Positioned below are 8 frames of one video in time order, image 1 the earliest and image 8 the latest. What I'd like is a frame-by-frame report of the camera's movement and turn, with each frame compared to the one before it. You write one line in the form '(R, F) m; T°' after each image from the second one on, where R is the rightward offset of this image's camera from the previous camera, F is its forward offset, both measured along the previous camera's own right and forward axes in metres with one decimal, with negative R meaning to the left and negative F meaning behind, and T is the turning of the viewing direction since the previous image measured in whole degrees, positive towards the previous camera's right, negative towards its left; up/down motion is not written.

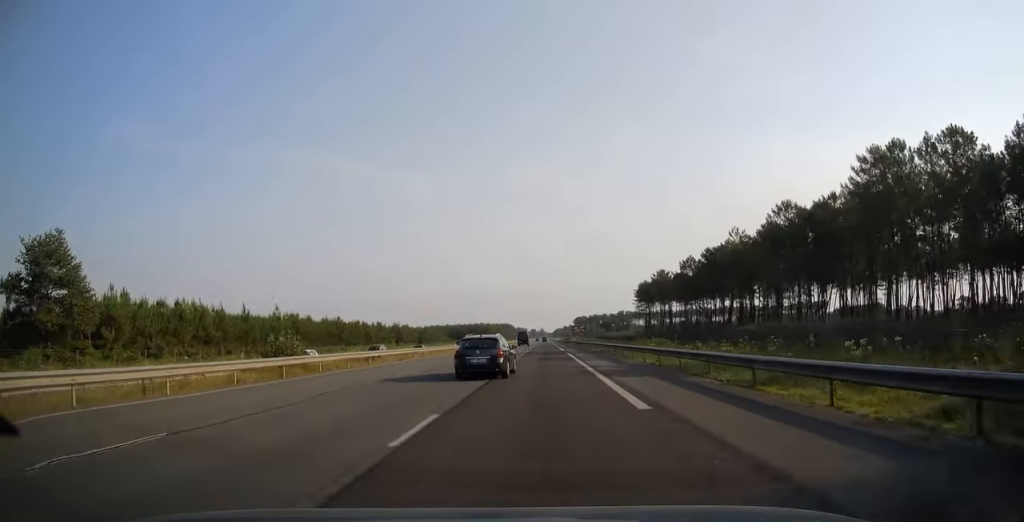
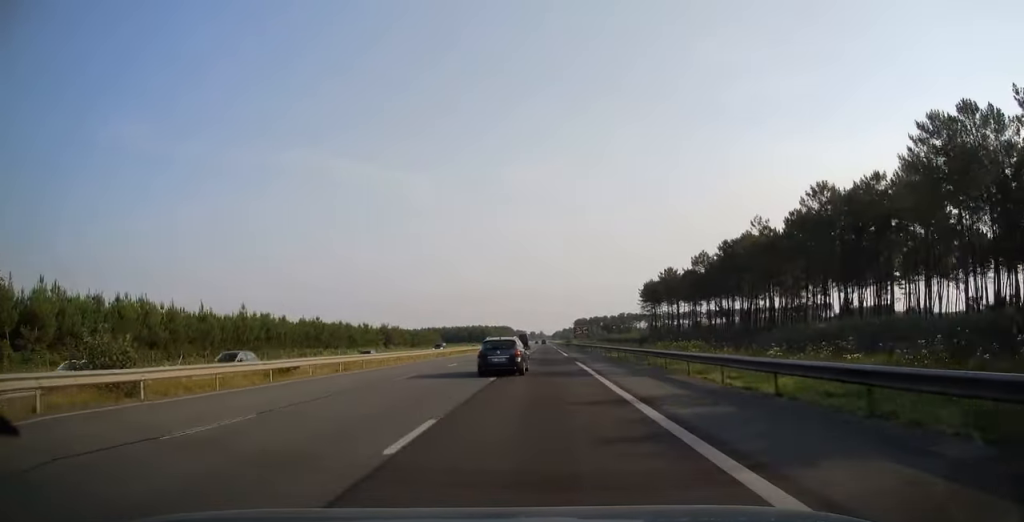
(0.0, +13.3) m; 0°
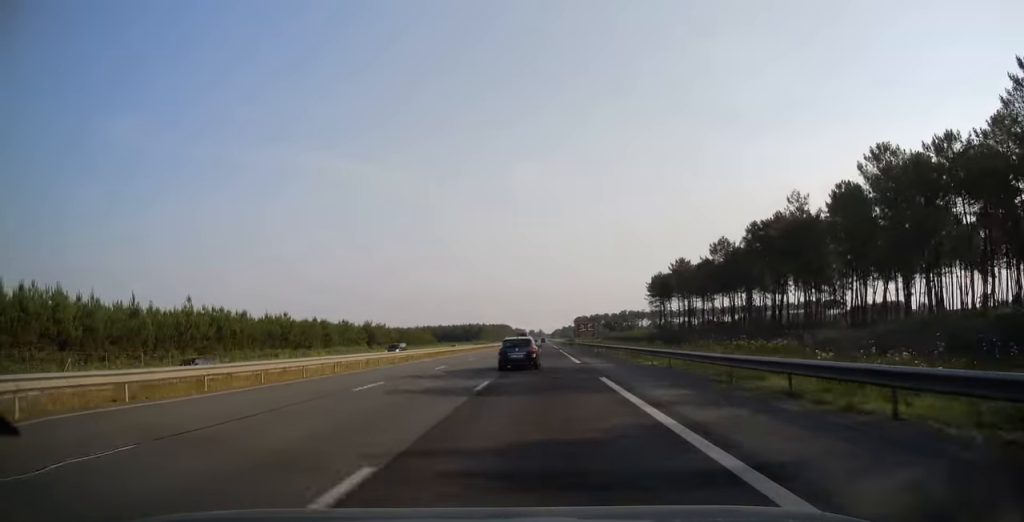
(0.0, +16.7) m; 0°
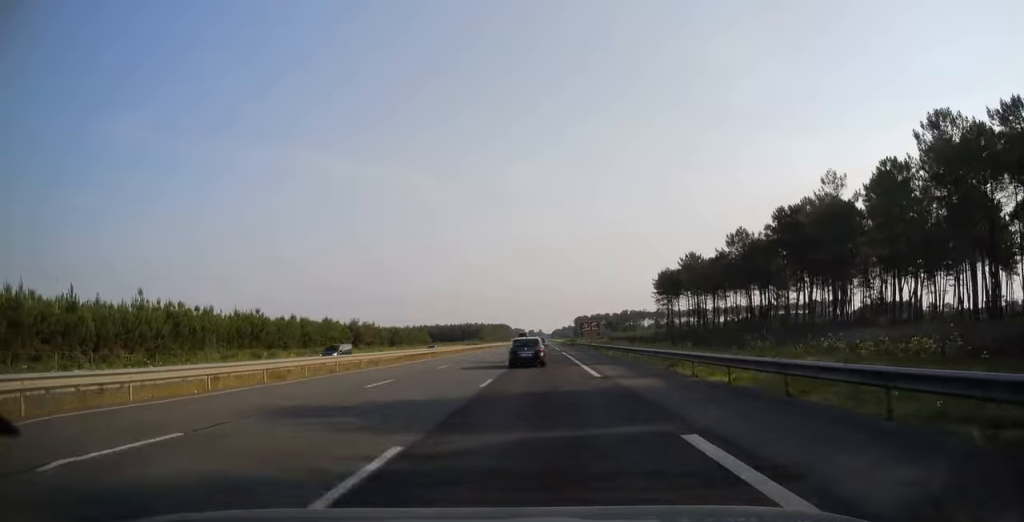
(0.0, +11.8) m; 0°
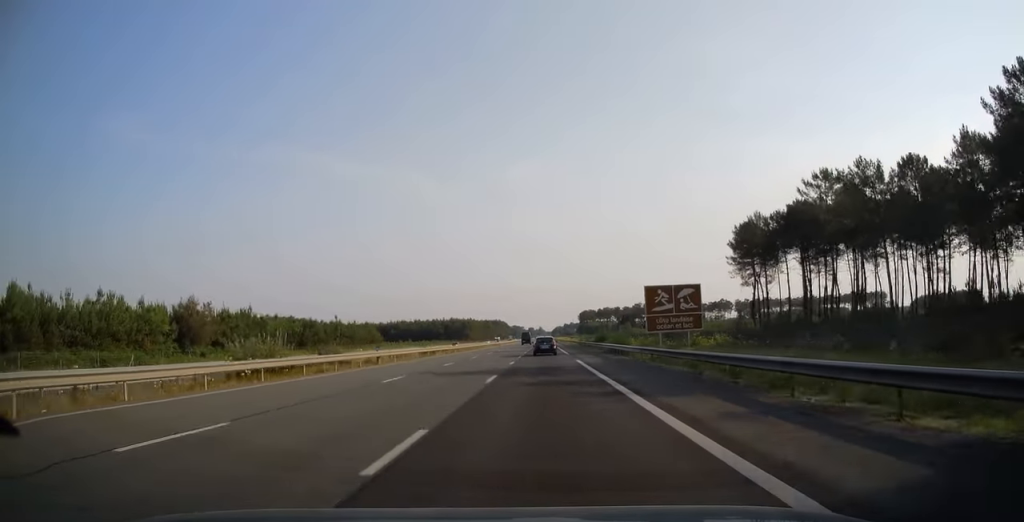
(0.0, +76.4) m; 0°
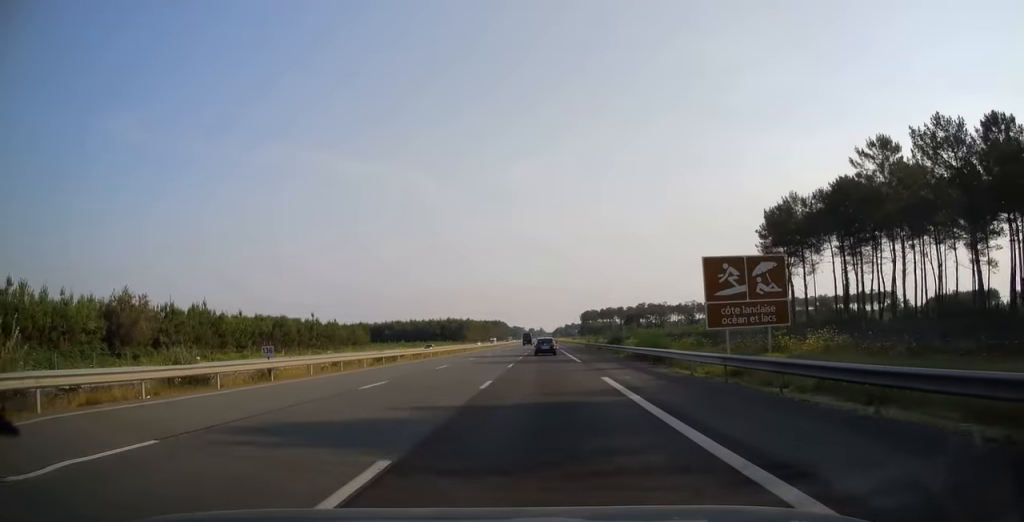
(0.0, +15.3) m; 0°
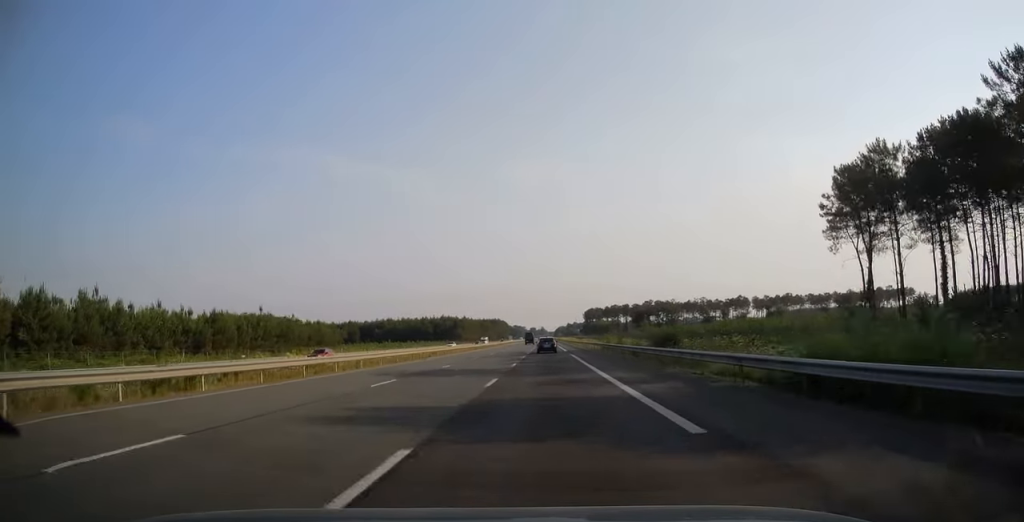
(0.0, +25.1) m; 0°
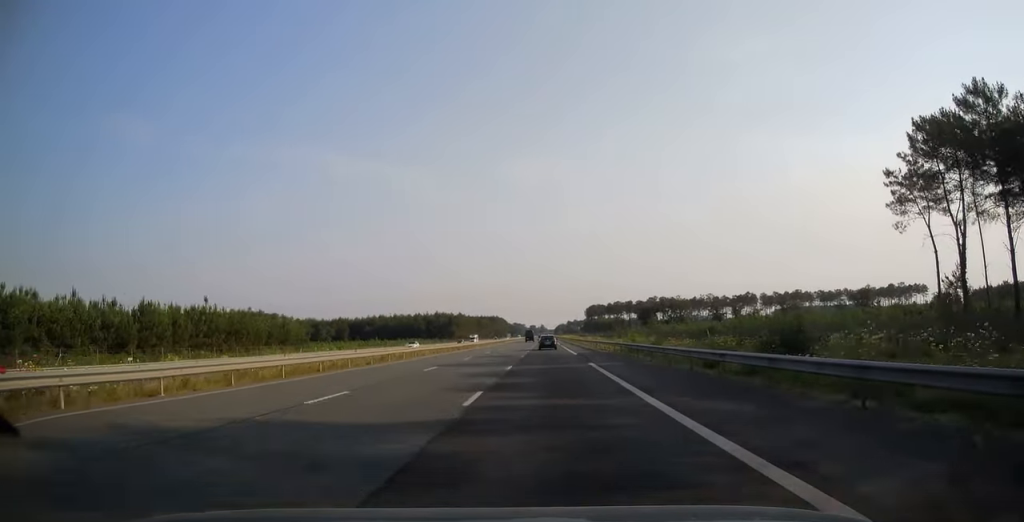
(0.0, +18.2) m; 0°
